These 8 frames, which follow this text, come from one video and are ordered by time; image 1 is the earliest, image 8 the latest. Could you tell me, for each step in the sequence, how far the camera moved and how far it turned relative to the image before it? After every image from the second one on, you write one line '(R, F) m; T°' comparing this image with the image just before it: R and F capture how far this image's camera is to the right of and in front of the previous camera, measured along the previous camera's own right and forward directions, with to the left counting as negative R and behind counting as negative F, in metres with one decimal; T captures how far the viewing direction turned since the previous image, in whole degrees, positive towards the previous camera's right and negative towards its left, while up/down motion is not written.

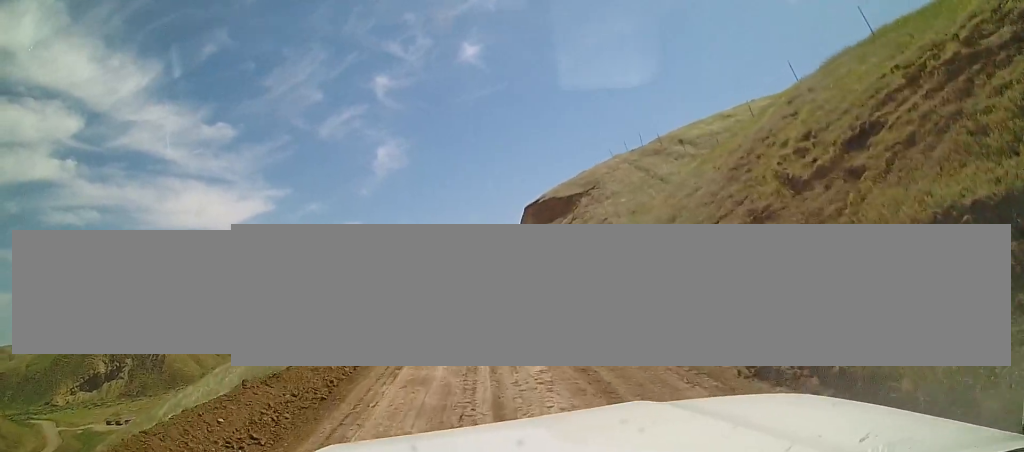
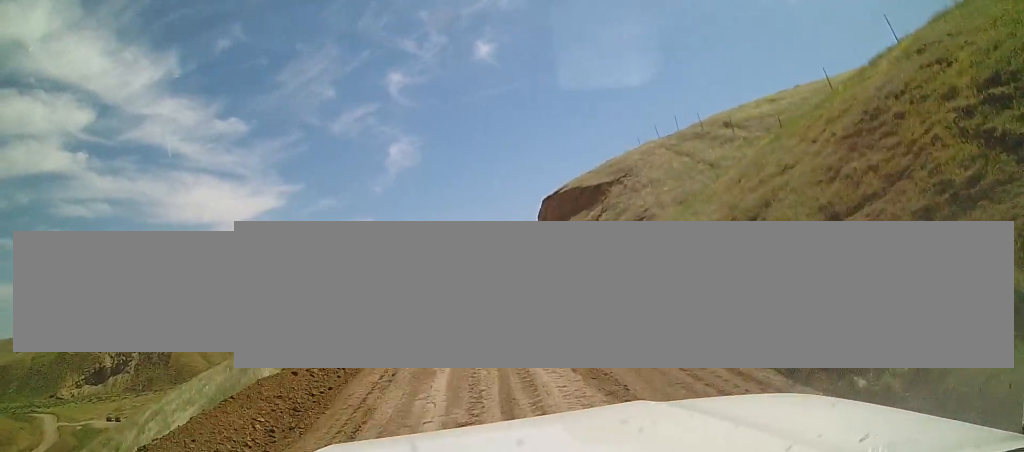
(-0.1, +5.1) m; -2°
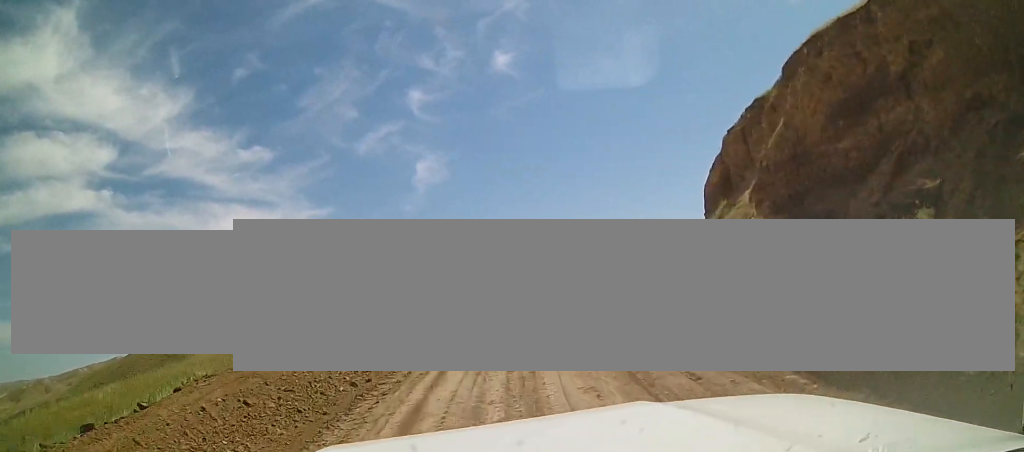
(-2.1, +32.0) m; -1°
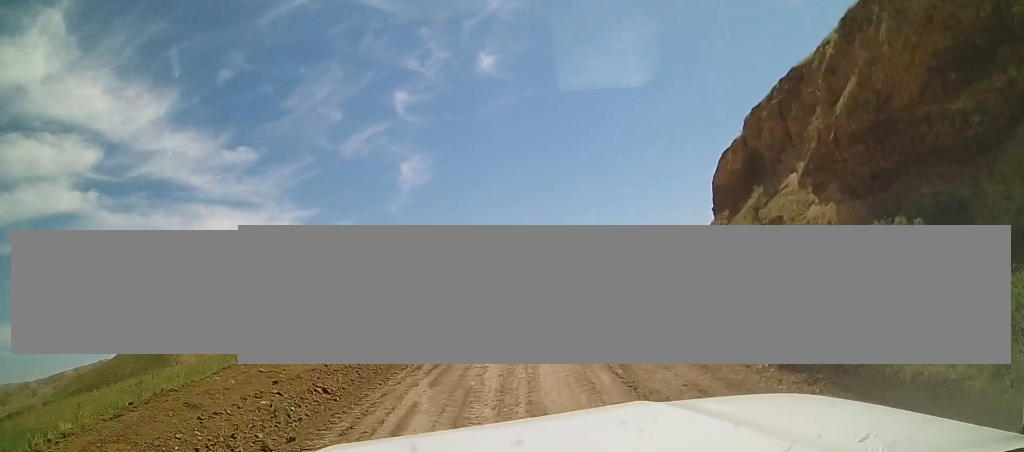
(+0.4, +3.5) m; +2°
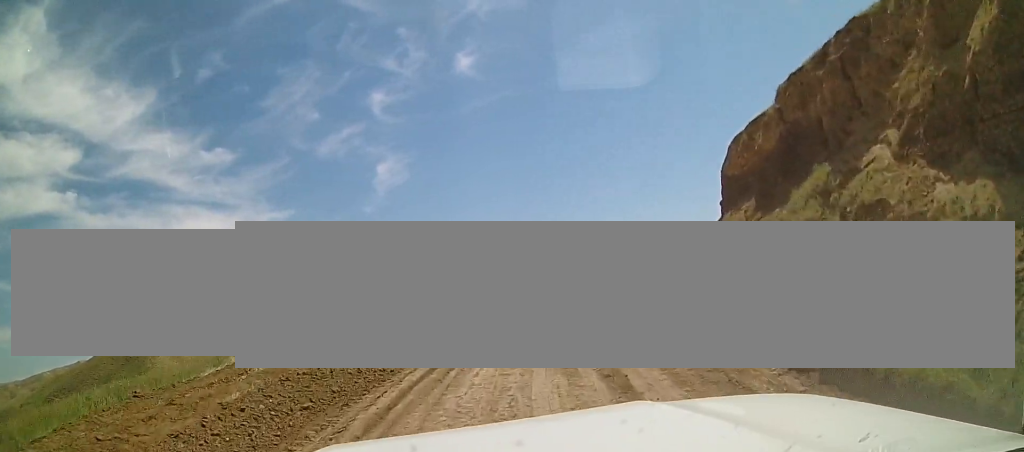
(+0.3, +4.4) m; +2°
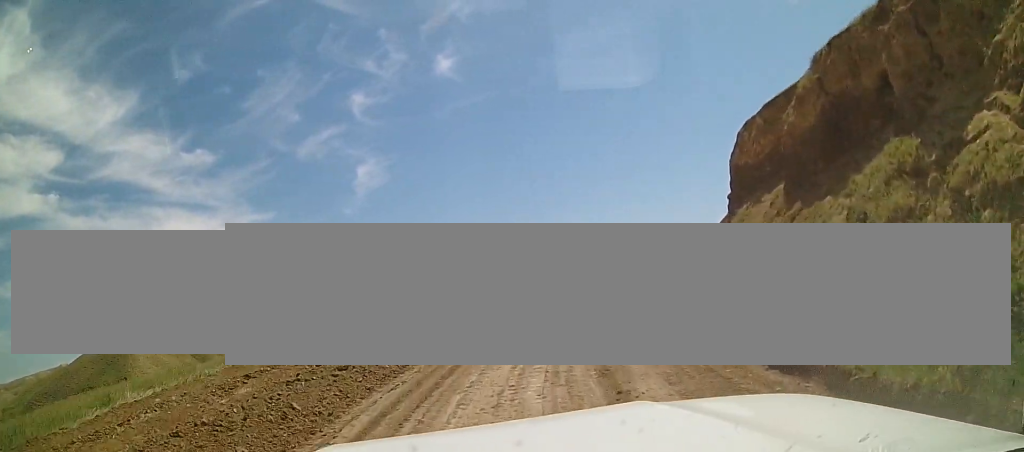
(0.0, +3.2) m; 0°
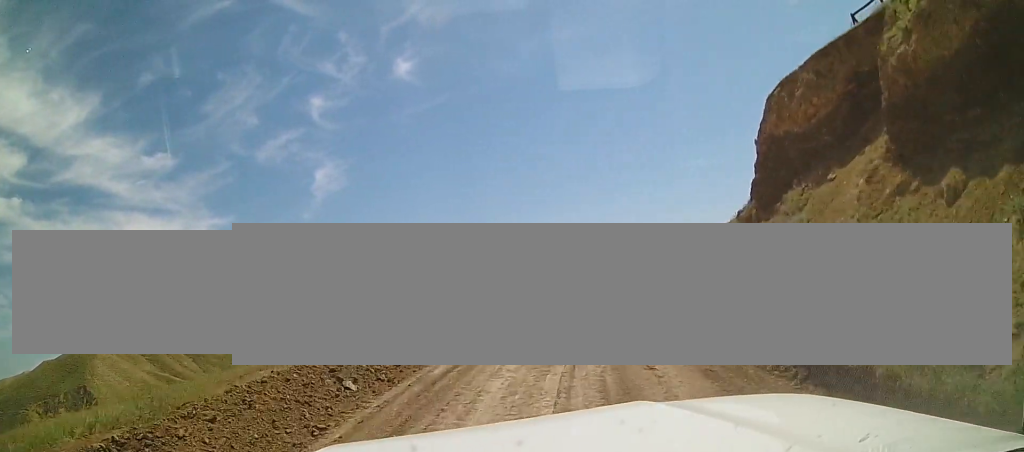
(-0.1, +6.5) m; -2°
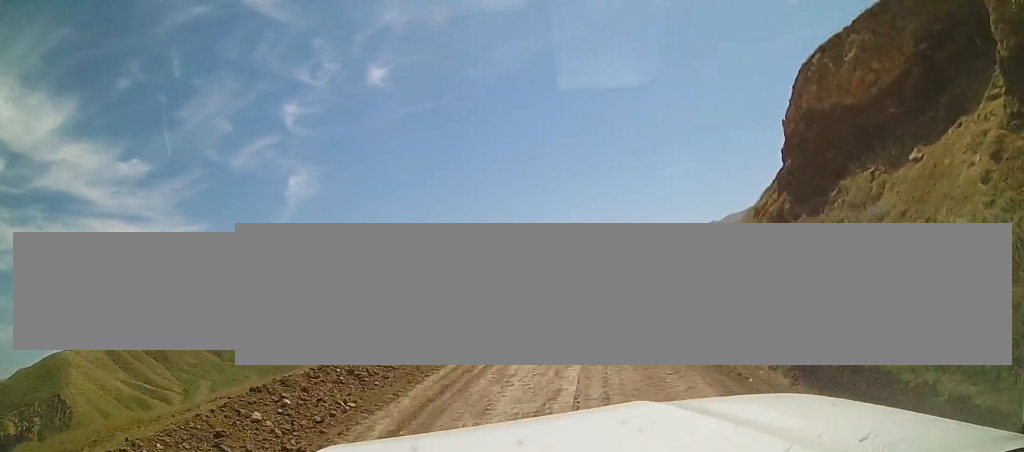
(0.0, +3.7) m; -2°
